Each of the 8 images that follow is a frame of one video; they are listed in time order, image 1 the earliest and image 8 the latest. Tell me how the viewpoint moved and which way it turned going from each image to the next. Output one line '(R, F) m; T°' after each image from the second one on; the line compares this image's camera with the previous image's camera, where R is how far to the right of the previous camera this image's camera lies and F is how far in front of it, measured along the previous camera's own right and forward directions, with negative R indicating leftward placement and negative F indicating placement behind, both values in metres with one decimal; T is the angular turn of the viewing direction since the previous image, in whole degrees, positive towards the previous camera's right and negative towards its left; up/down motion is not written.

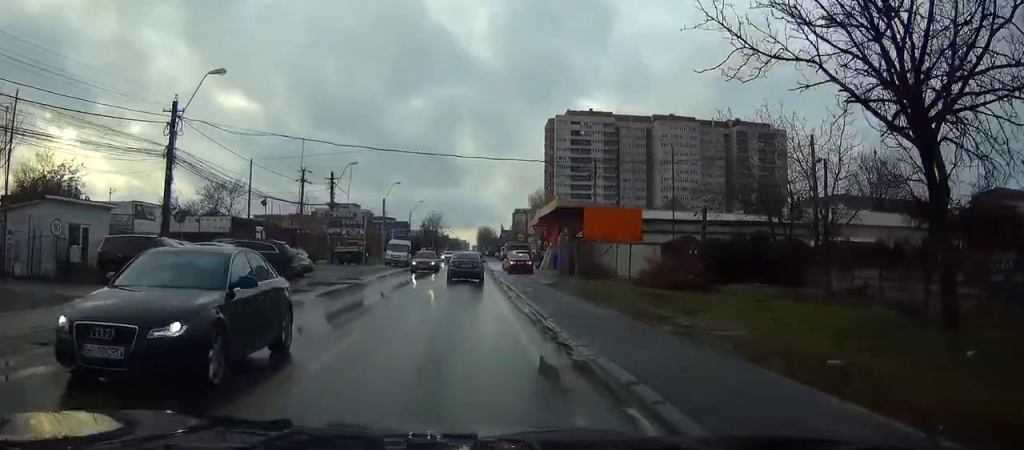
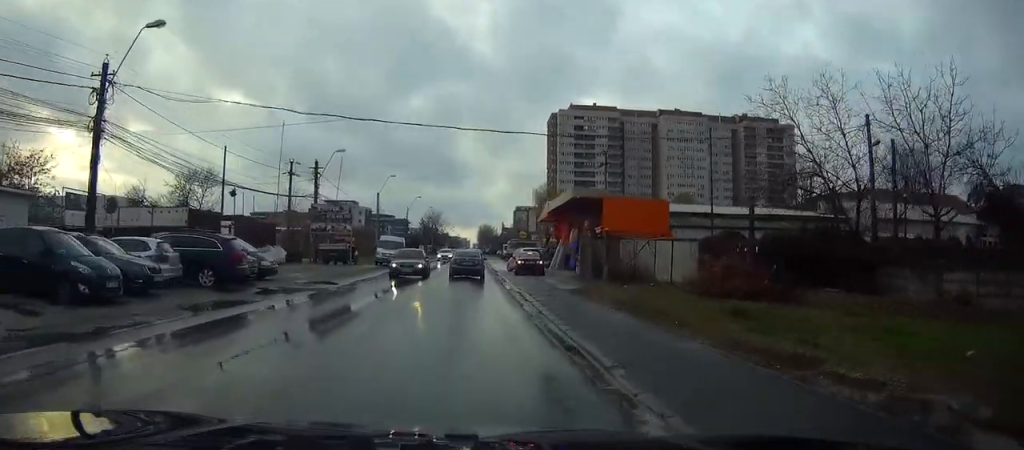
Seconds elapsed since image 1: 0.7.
(0.0, +6.8) m; 0°
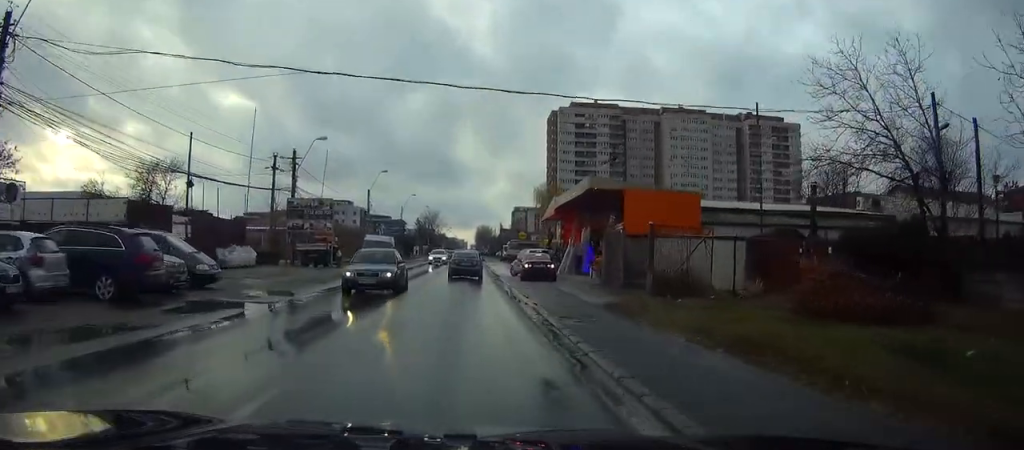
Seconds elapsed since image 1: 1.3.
(0.0, +6.6) m; 0°
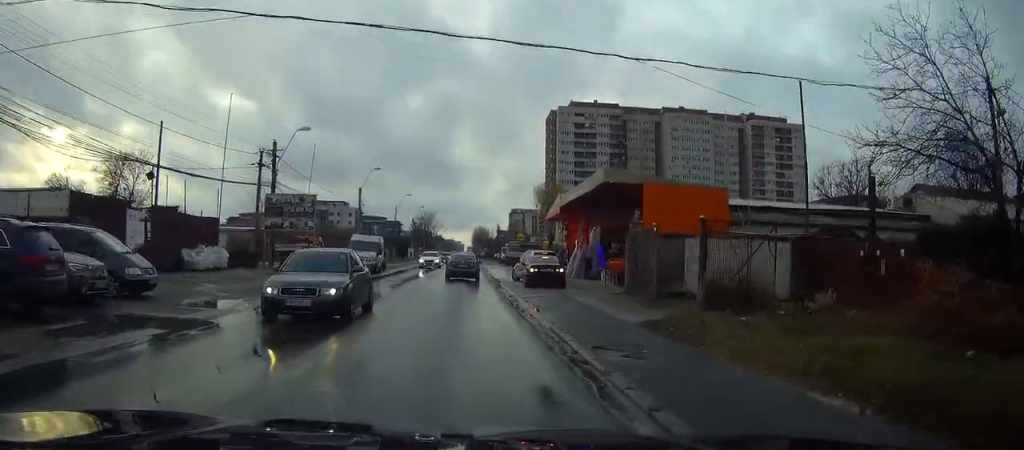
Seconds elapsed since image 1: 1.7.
(0.0, +4.6) m; 0°
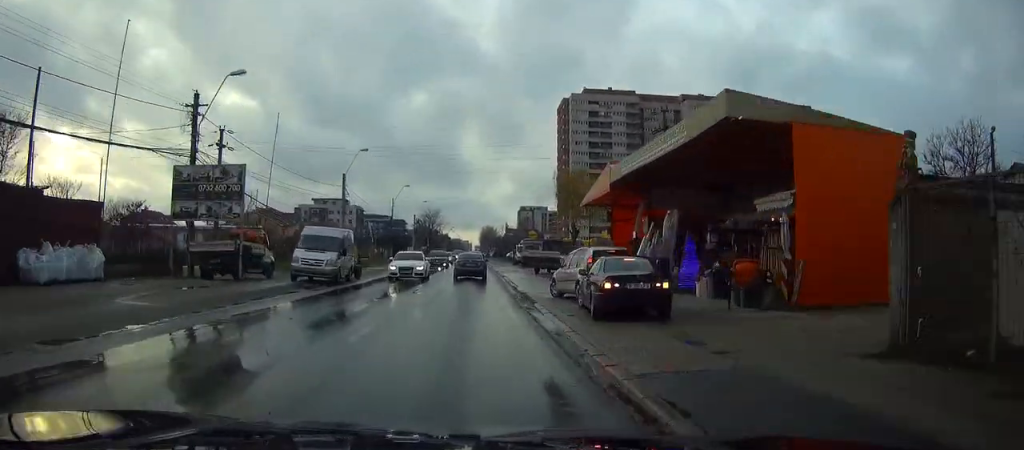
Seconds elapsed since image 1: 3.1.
(+0.1, +14.7) m; 0°
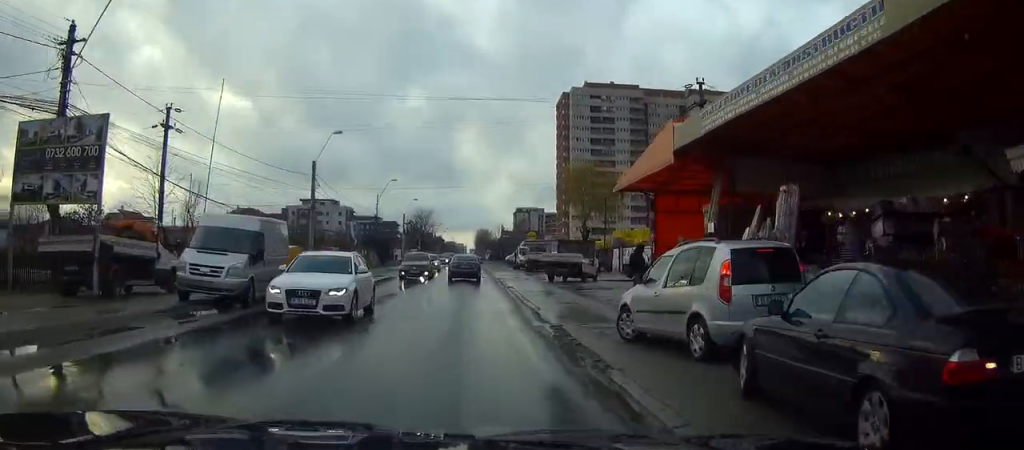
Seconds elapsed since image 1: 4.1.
(0.0, +11.1) m; 0°
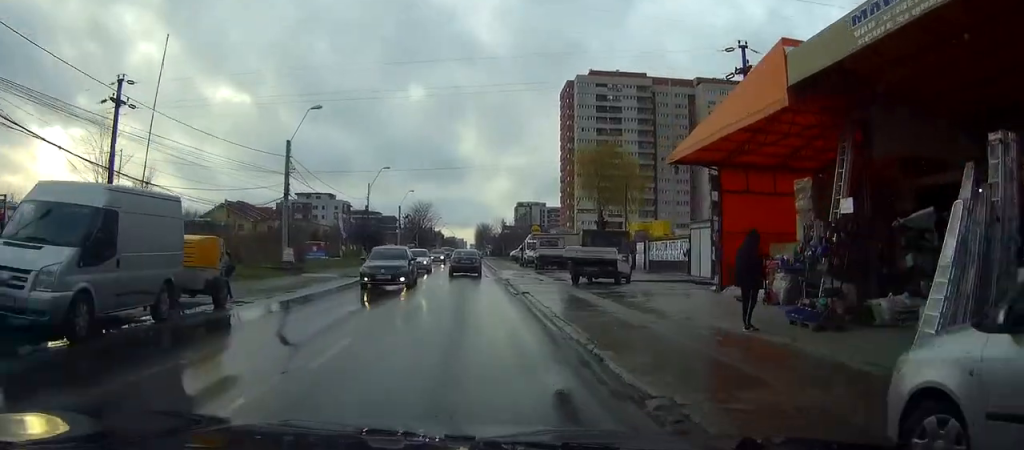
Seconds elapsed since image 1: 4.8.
(0.0, +8.3) m; 0°
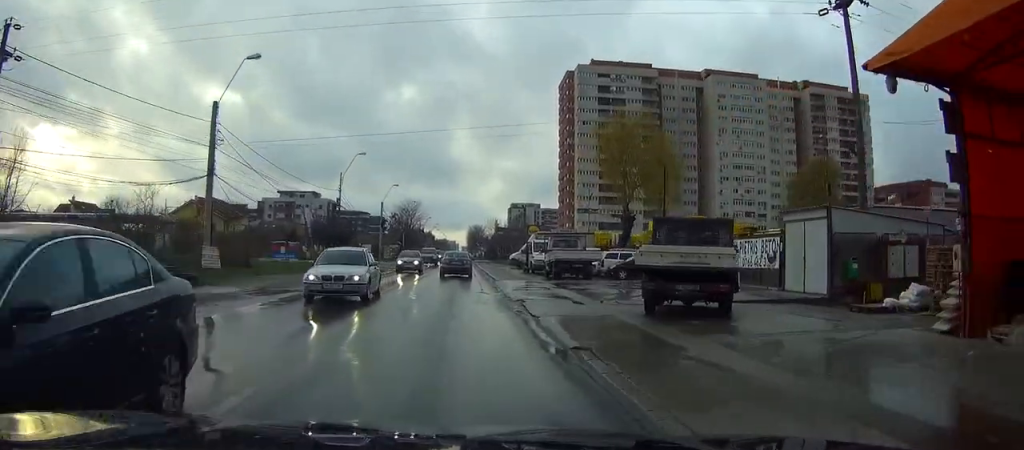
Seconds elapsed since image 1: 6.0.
(-0.1, +13.3) m; 0°
